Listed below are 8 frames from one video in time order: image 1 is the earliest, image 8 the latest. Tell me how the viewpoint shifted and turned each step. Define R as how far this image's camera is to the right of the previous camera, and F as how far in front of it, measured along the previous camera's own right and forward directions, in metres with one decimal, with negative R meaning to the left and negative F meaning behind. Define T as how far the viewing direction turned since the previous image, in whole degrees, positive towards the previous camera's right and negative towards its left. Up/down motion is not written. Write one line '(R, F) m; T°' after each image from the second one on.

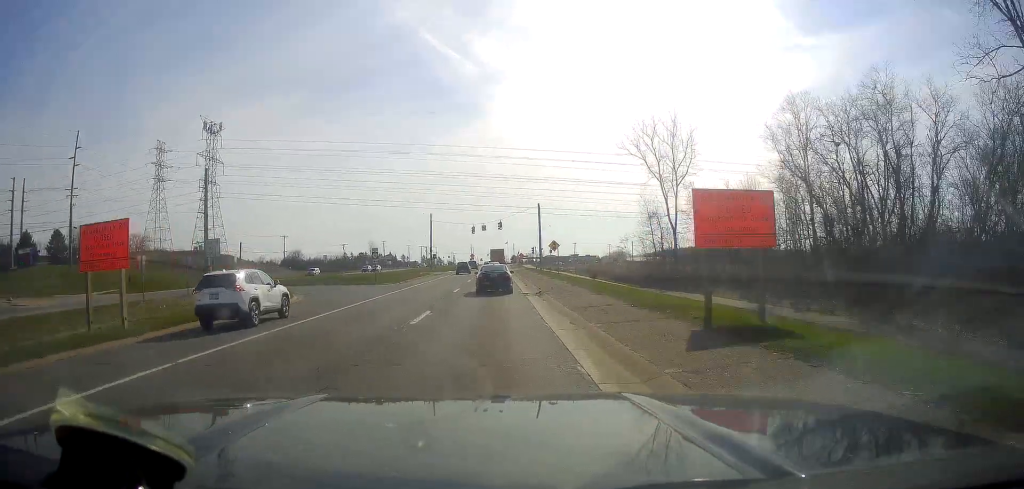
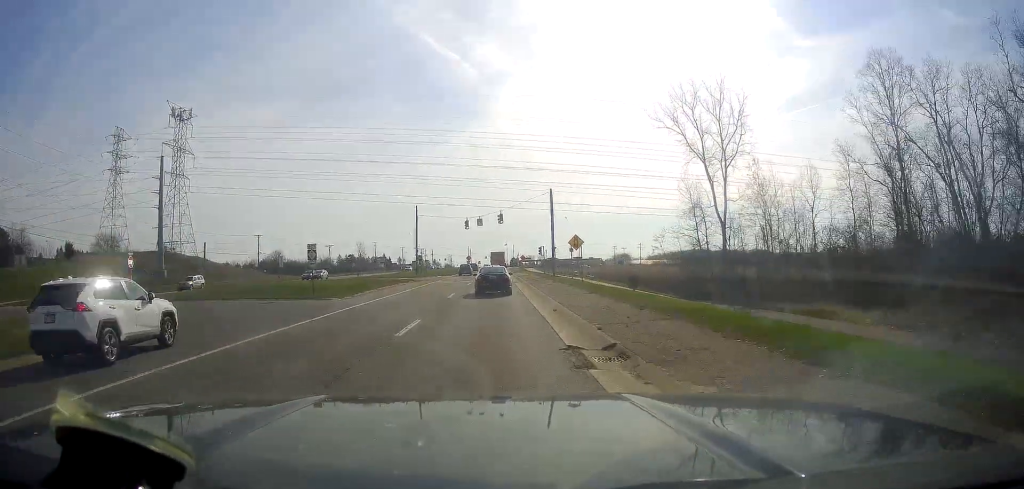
(-0.3, +18.2) m; -1°
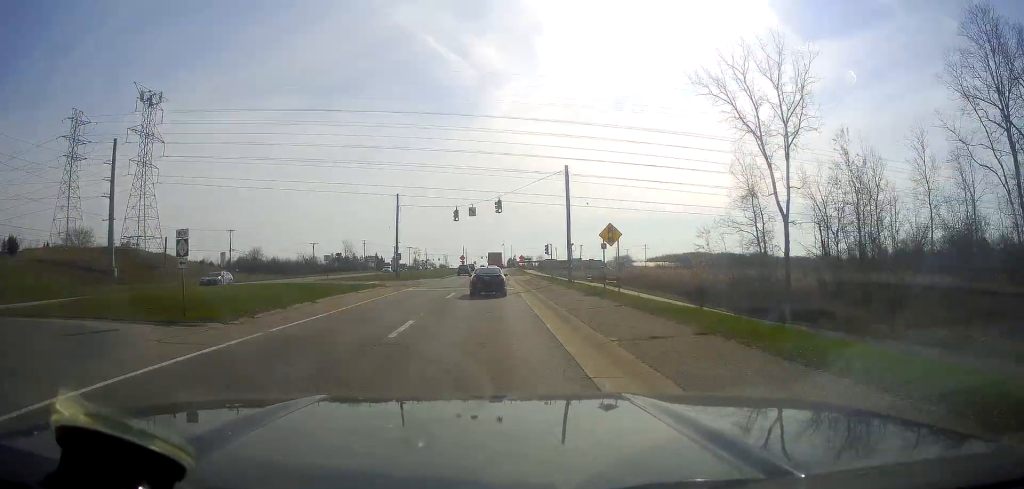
(-0.1, +14.9) m; +1°
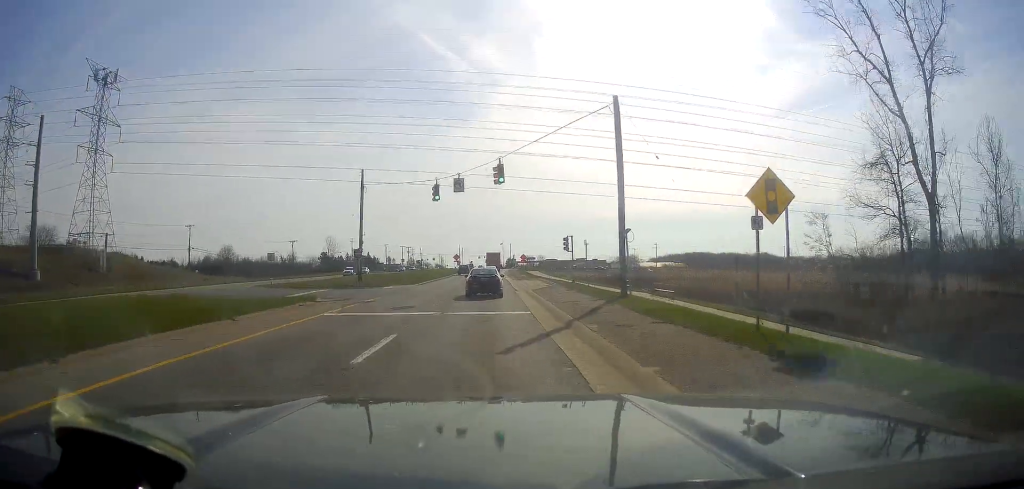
(+0.4, +18.7) m; +2°
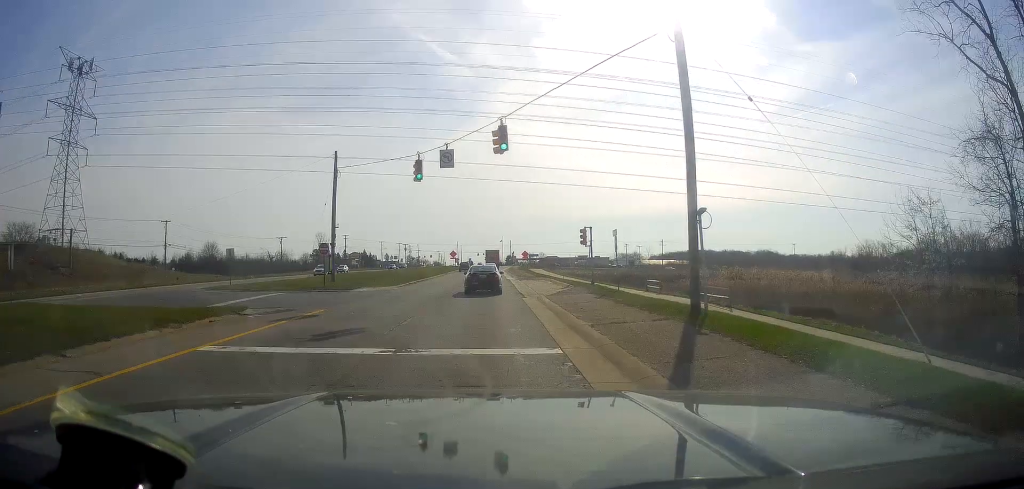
(+0.1, +9.2) m; +1°
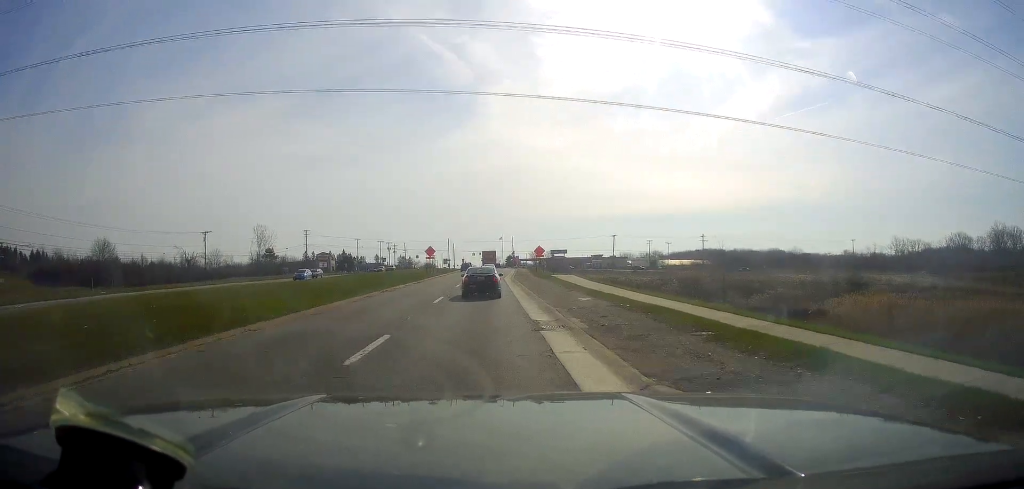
(-0.6, +45.2) m; -3°
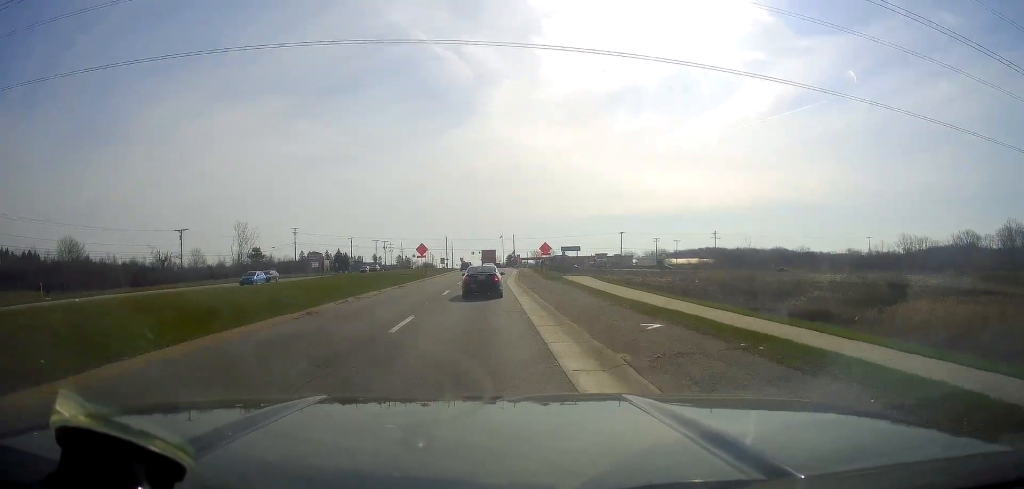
(-0.1, +10.1) m; -1°
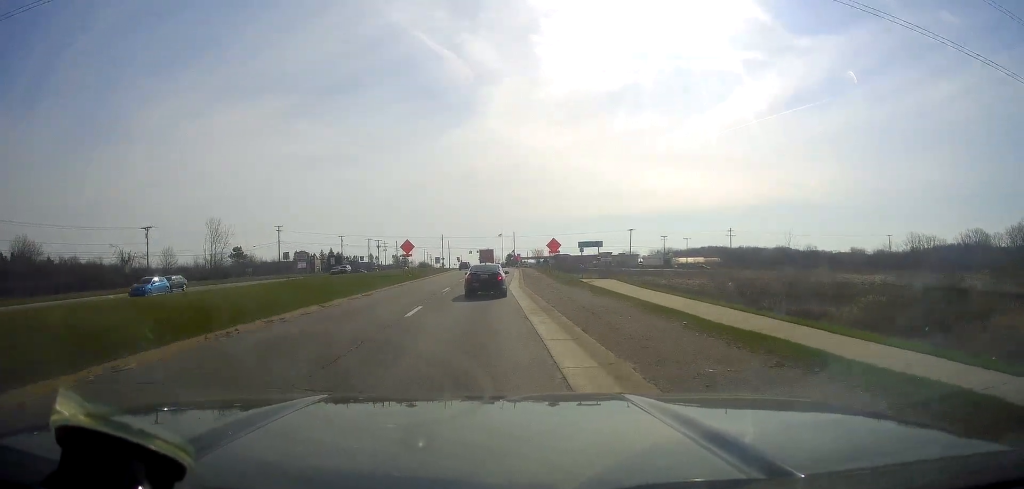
(0.0, +12.0) m; +1°
